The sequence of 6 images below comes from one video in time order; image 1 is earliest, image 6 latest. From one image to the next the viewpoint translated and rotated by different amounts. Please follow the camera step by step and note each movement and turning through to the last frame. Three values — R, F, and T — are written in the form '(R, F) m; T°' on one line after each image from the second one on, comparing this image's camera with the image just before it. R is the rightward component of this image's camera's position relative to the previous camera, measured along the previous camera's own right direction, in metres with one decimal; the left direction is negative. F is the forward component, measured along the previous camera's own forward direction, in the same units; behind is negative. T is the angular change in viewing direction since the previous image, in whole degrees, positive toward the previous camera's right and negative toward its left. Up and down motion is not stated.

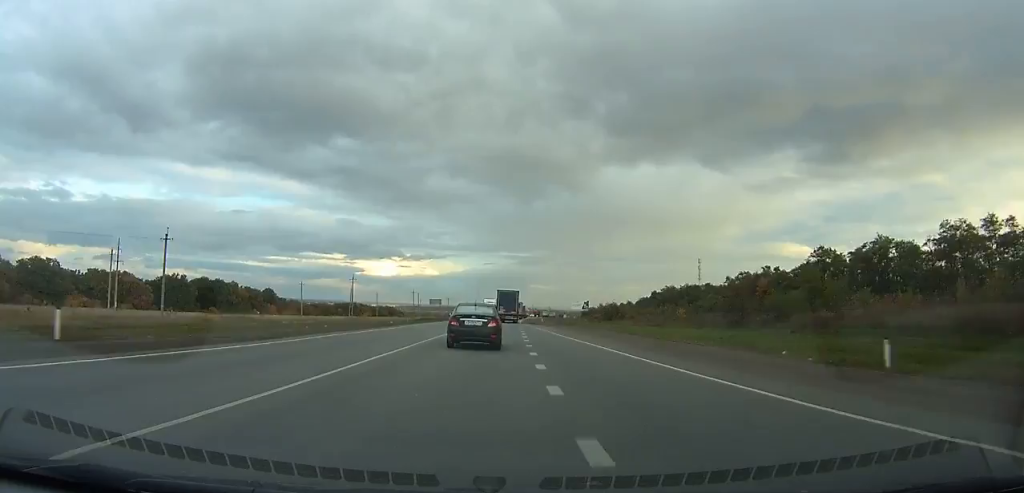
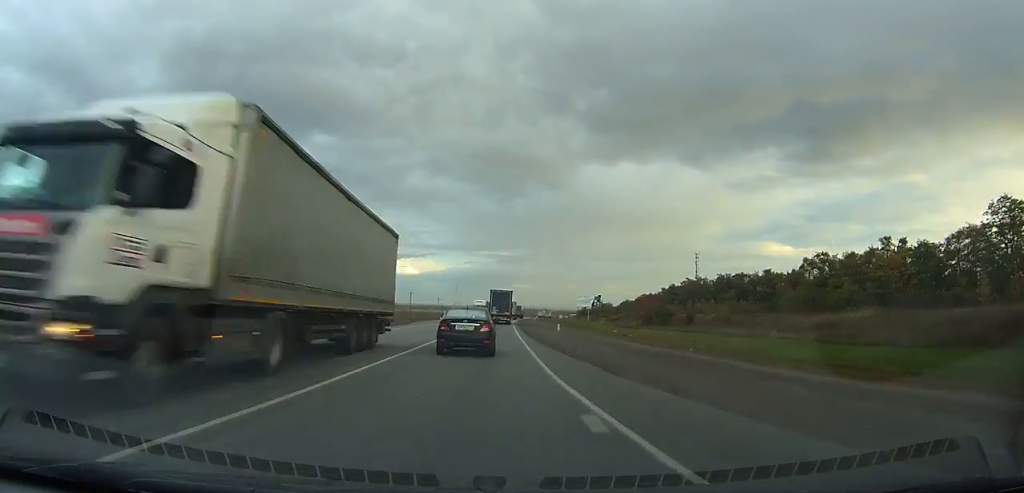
(+1.0, +60.3) m; +2°
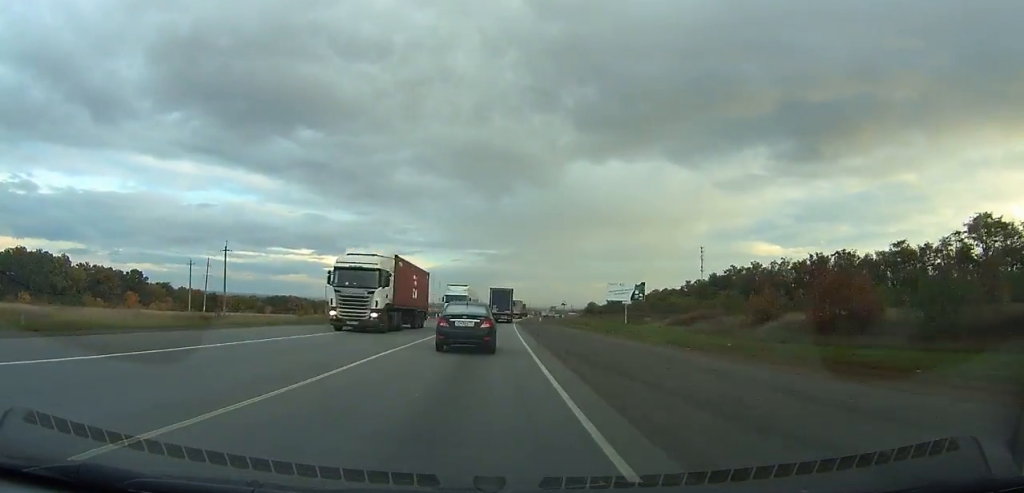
(+0.9, +57.8) m; +2°
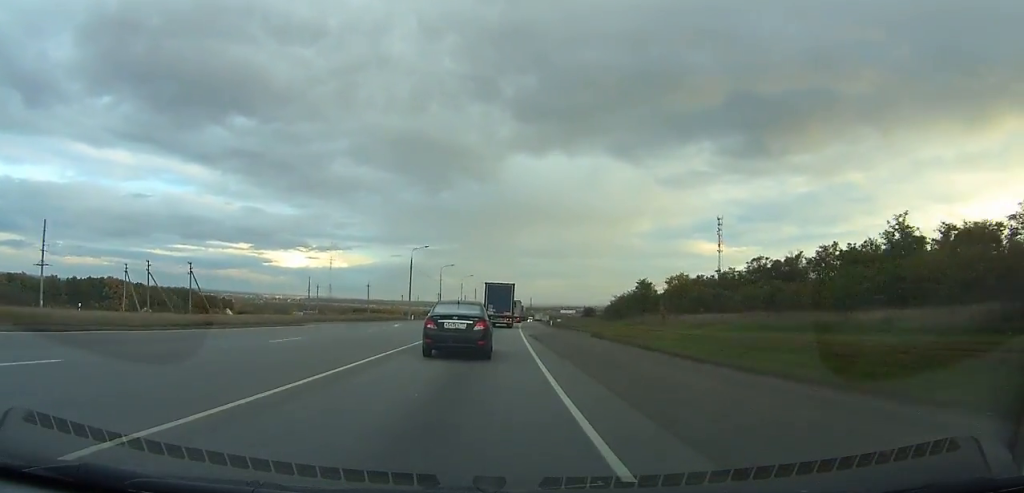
(+8.9, +191.9) m; +6°
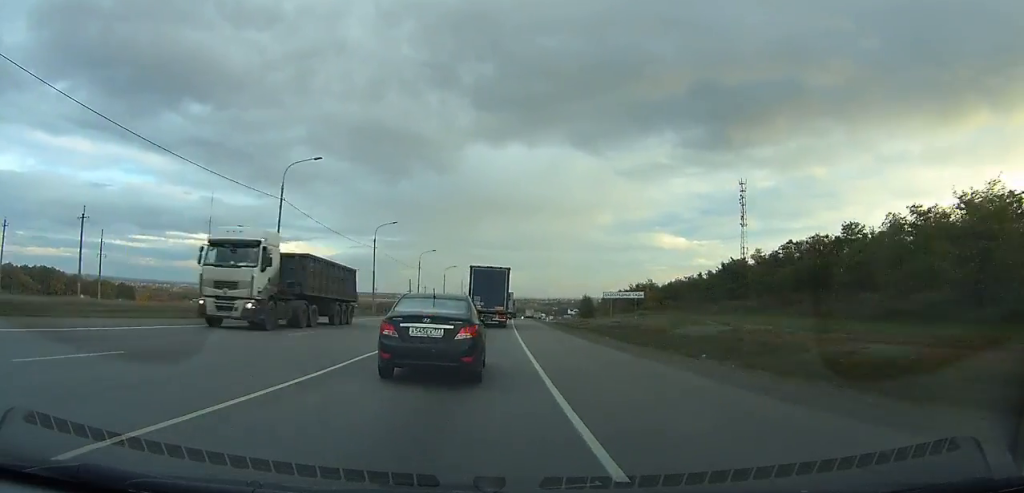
(+3.2, +108.4) m; +4°
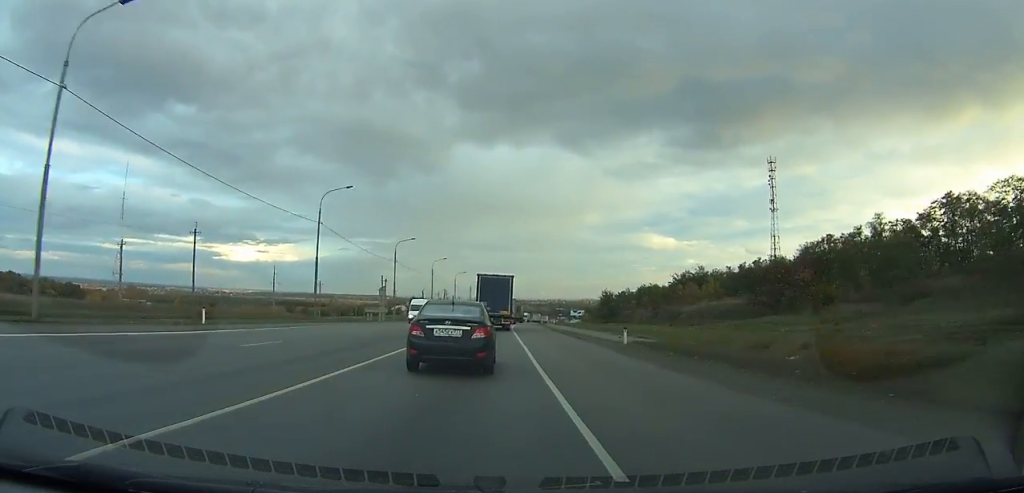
(+1.0, +55.8) m; +1°
